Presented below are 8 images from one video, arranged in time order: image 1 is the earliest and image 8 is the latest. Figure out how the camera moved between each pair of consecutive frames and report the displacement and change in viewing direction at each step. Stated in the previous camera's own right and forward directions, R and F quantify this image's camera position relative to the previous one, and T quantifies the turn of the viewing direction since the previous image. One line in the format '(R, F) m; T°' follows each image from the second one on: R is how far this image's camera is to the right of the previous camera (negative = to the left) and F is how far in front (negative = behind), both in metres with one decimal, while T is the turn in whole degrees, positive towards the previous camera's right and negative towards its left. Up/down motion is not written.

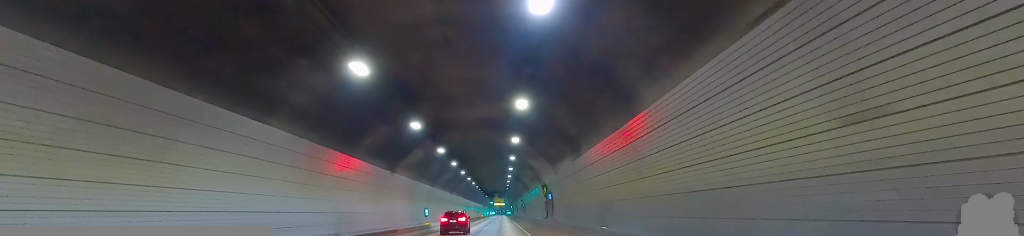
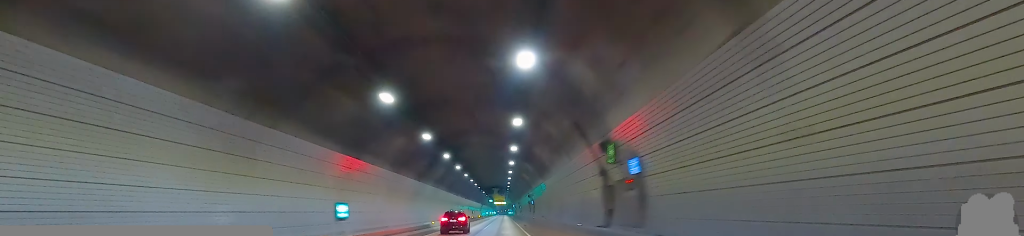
(+1.0, +26.4) m; 0°
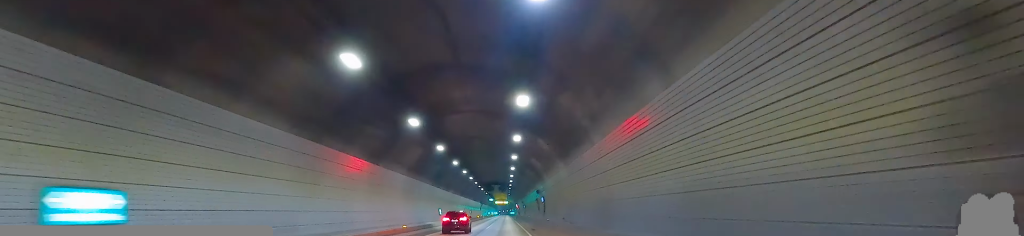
(-0.3, +15.0) m; -1°
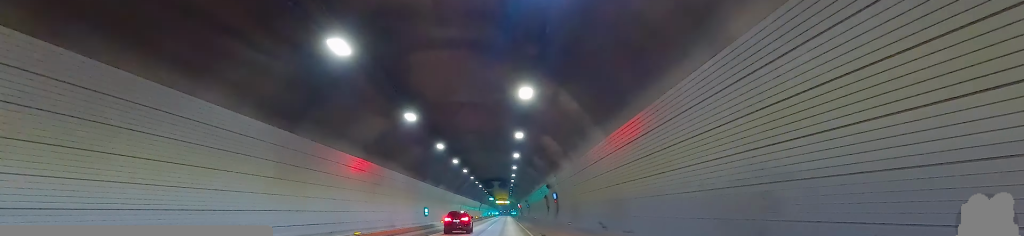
(-0.6, +11.5) m; -1°
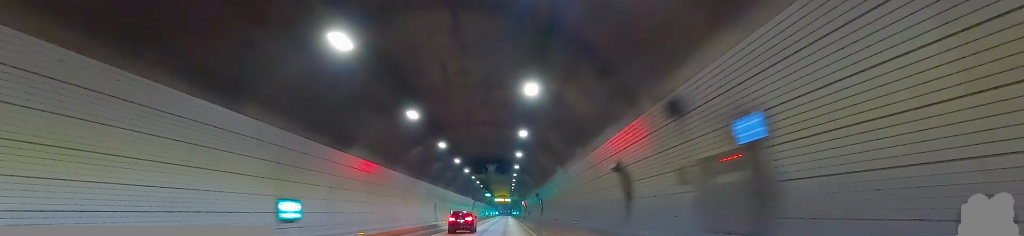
(0.0, +30.8) m; +3°
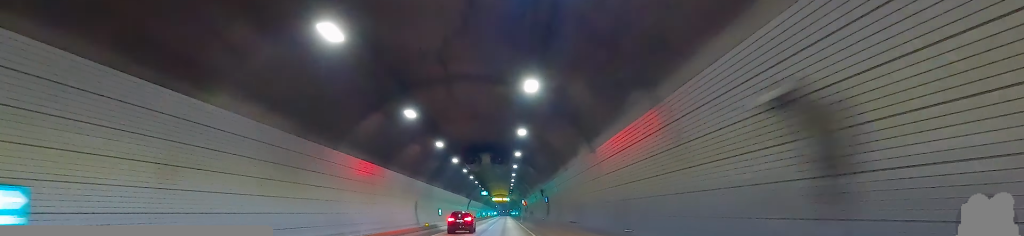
(+0.4, +10.6) m; 0°
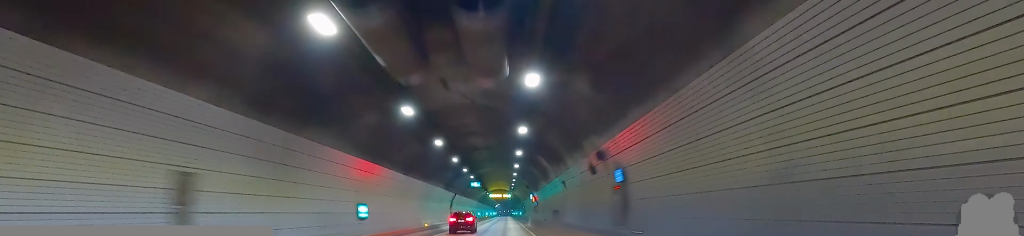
(+0.3, +30.8) m; 0°
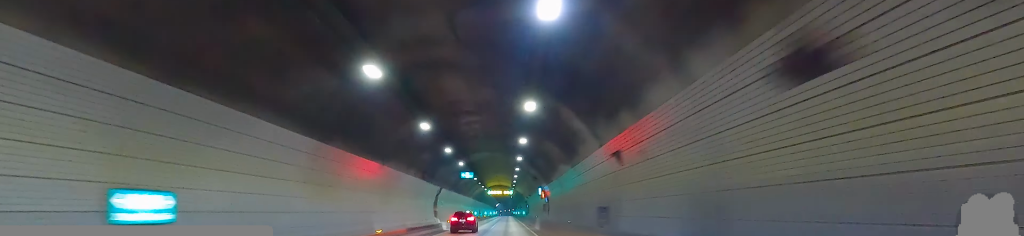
(-0.5, +15.8) m; 0°
